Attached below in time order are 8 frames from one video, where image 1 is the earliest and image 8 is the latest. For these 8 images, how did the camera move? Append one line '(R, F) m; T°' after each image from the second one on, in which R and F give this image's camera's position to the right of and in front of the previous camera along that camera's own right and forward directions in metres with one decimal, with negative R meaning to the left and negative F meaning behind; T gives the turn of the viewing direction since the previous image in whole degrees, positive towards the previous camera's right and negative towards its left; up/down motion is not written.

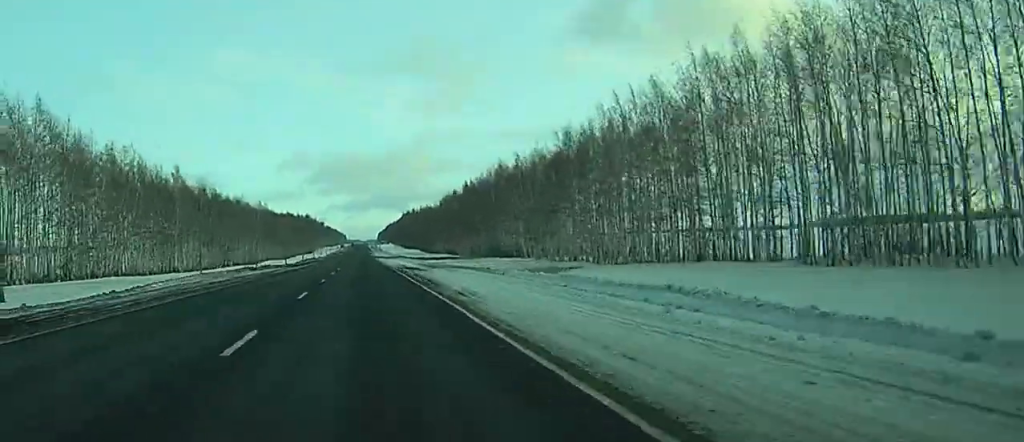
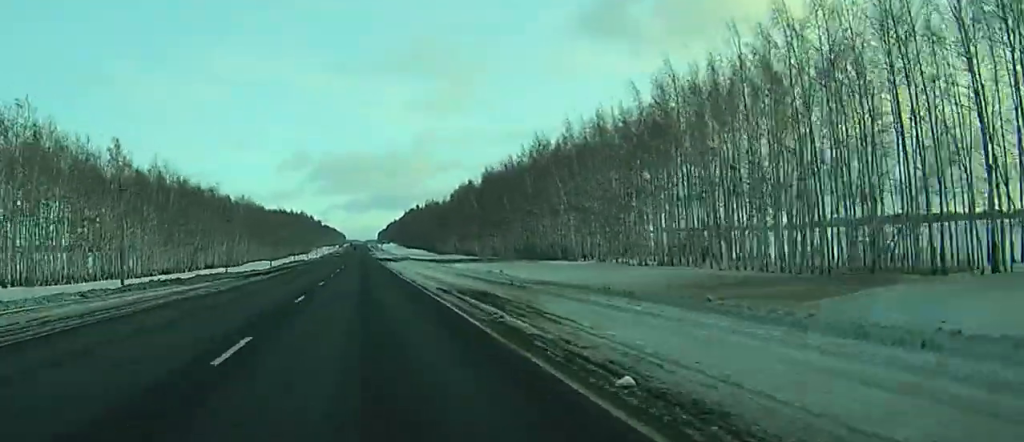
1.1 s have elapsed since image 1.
(-0.3, +36.6) m; -1°
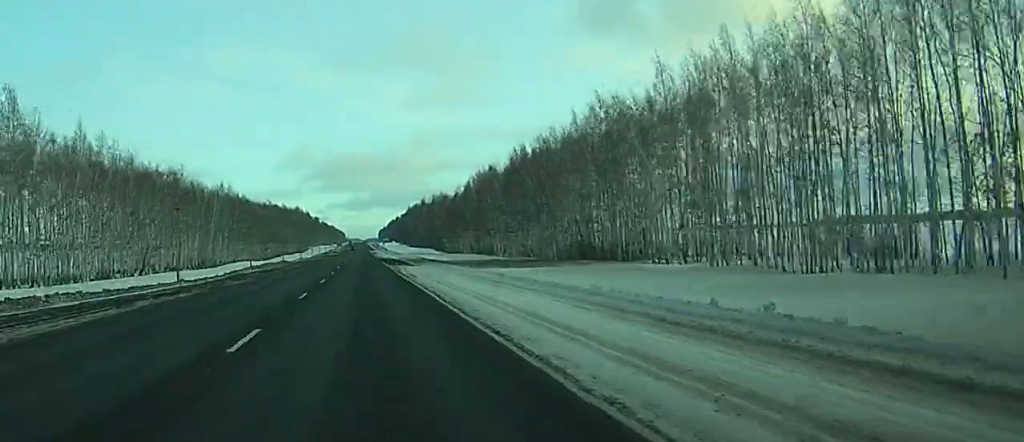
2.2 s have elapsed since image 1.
(-0.1, +34.4) m; 0°
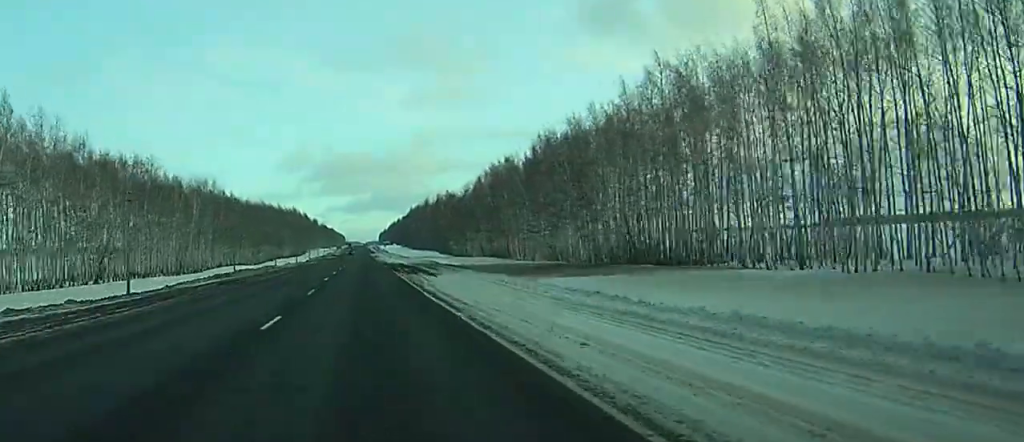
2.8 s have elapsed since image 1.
(+0.1, +20.5) m; 0°
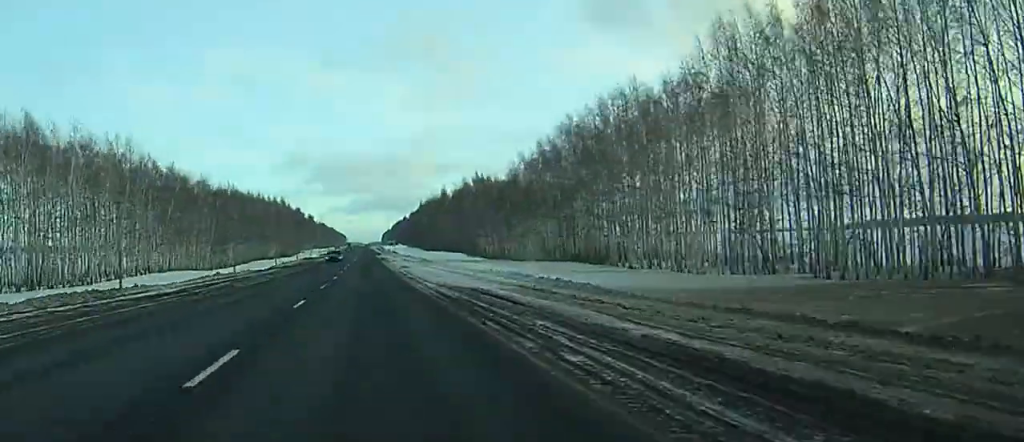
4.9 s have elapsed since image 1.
(+1.7, +65.6) m; +4°
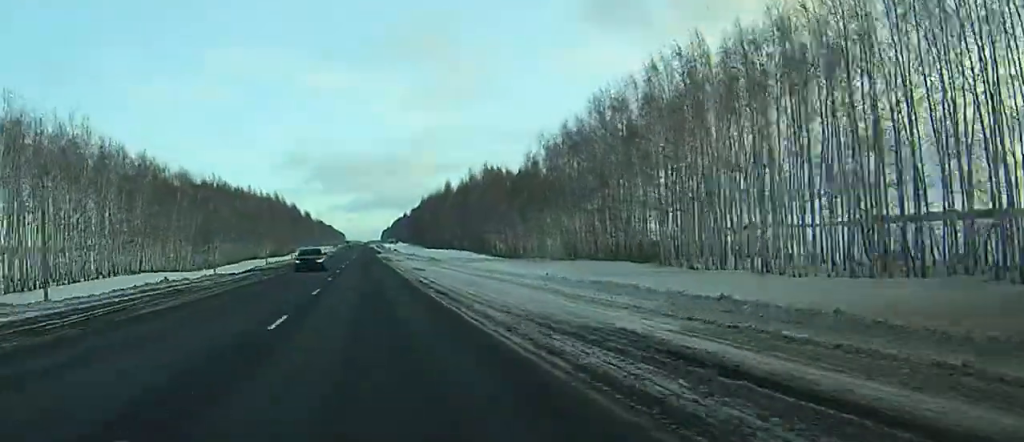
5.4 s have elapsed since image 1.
(+0.4, +17.1) m; +1°
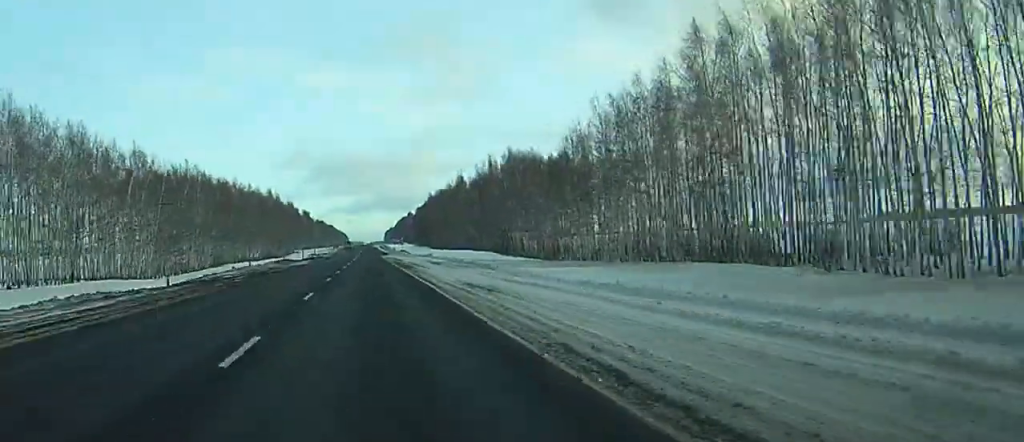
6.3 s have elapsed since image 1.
(0.0, +28.9) m; 0°
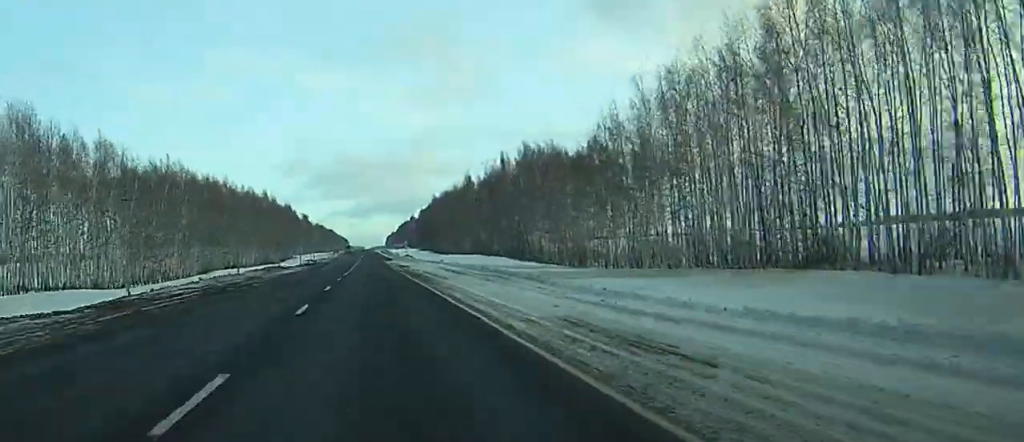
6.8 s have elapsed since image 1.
(0.0, +15.1) m; 0°
